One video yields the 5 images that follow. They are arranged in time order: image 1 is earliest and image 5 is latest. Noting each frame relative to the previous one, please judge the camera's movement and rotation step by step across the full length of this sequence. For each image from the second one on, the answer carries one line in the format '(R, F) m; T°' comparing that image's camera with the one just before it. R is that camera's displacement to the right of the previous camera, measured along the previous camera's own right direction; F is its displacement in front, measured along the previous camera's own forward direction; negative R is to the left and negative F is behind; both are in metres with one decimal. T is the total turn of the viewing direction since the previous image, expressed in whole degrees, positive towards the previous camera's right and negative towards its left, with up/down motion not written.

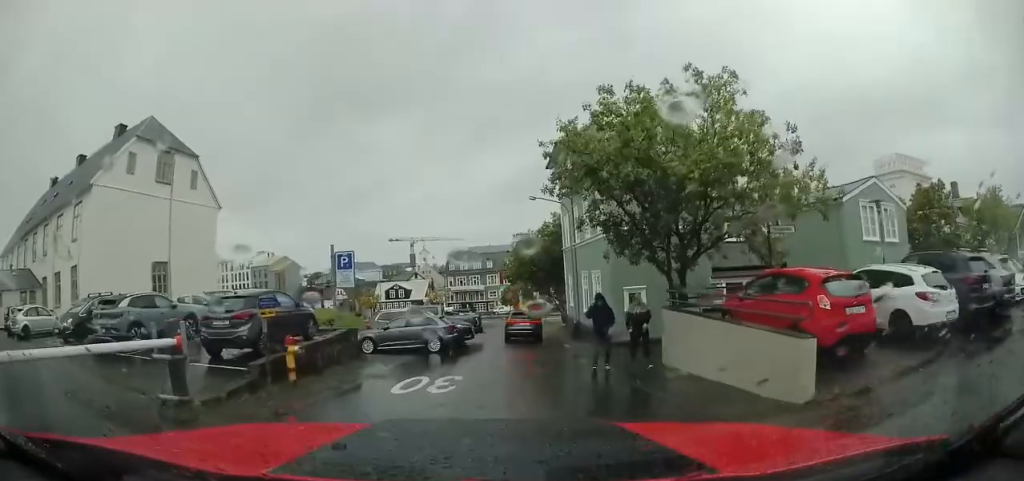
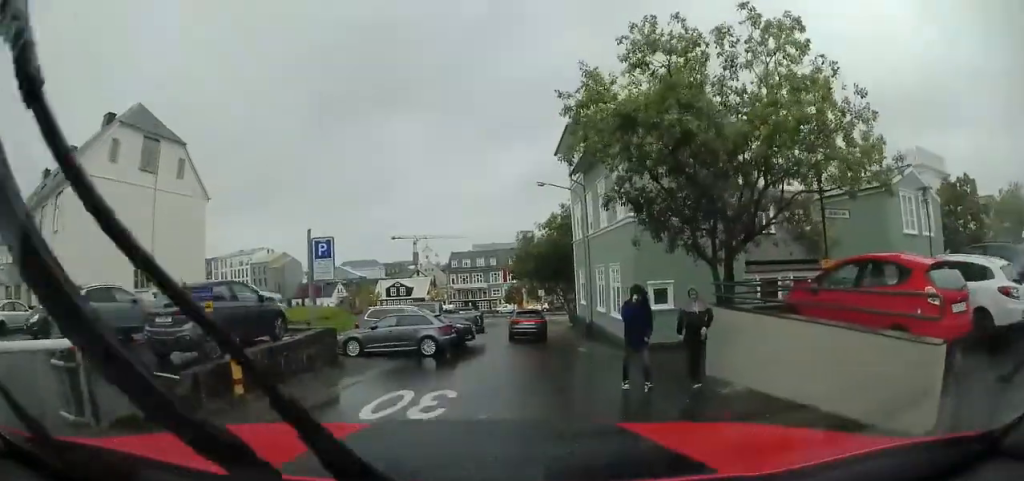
(+0.1, +2.4) m; +2°
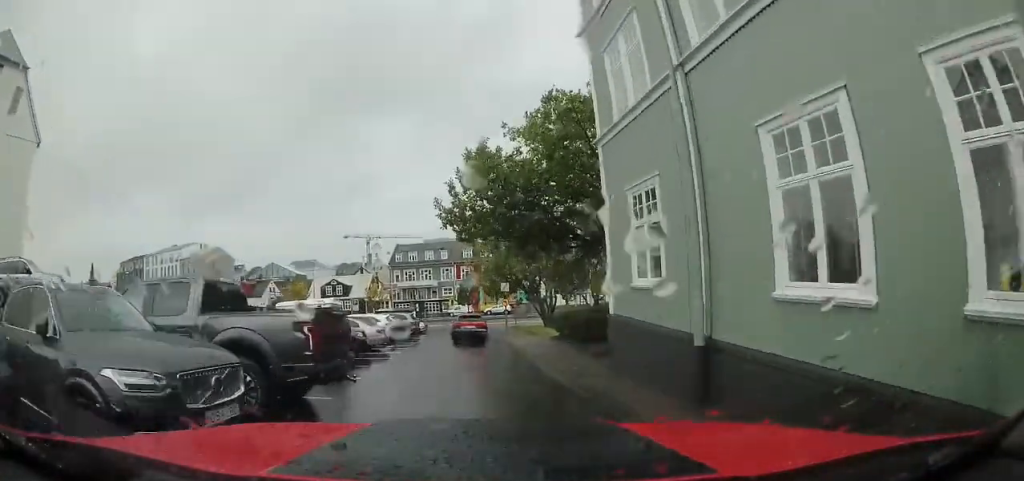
(+1.0, +14.4) m; +5°
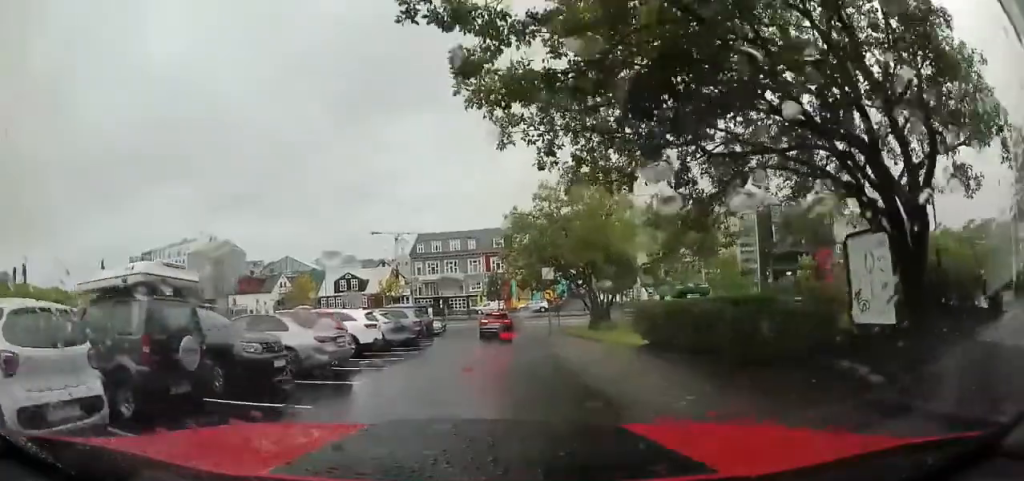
(0.0, +8.2) m; 0°
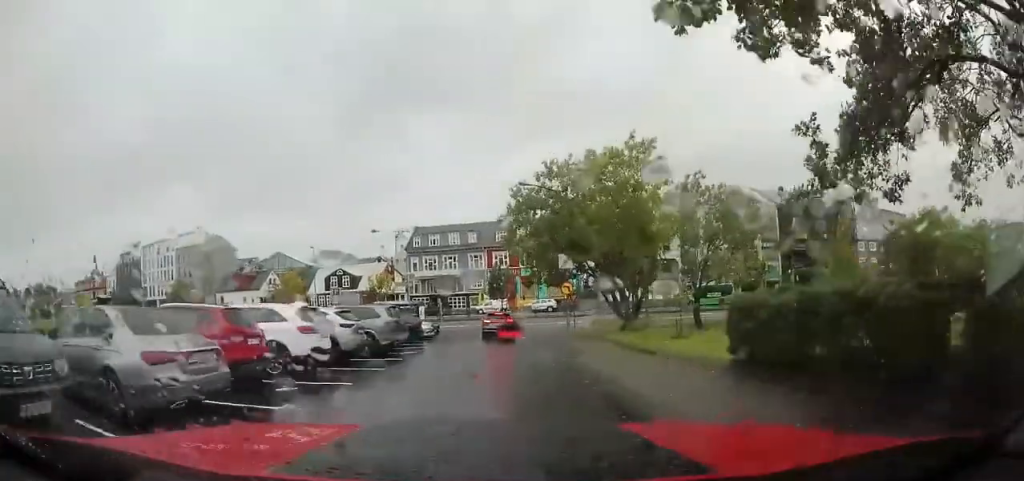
(0.0, +4.8) m; -1°
